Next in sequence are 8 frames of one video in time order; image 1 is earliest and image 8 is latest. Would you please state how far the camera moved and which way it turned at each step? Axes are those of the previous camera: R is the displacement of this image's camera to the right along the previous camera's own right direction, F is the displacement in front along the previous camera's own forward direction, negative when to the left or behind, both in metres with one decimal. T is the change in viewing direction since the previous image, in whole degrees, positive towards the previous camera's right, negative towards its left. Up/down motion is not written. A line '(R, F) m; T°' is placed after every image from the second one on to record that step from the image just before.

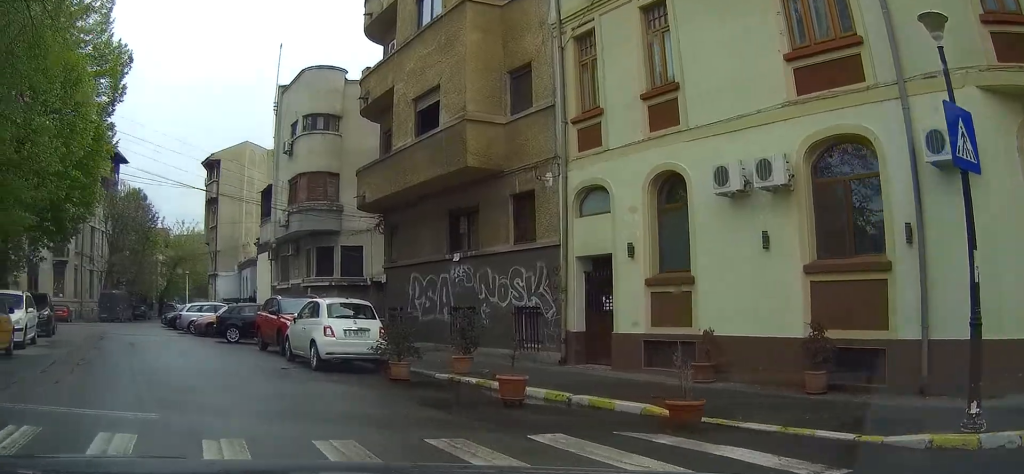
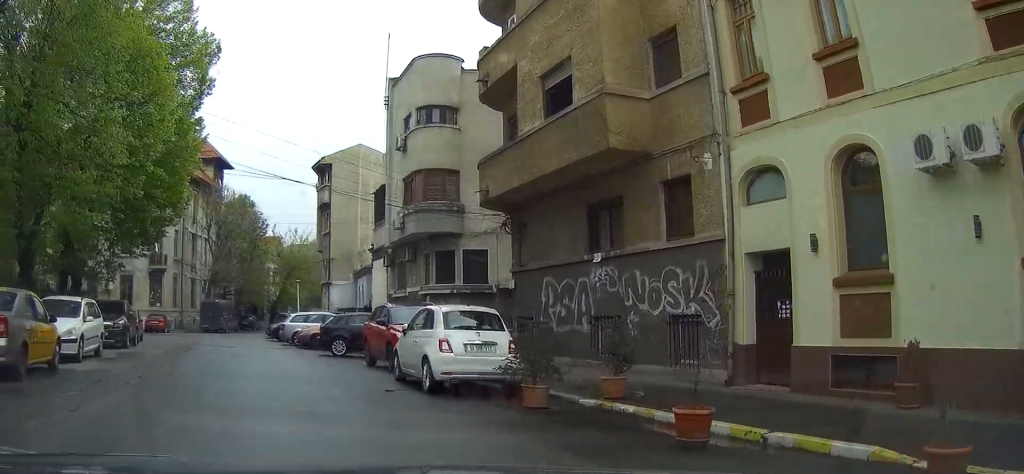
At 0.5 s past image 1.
(-0.3, +2.7) m; -12°
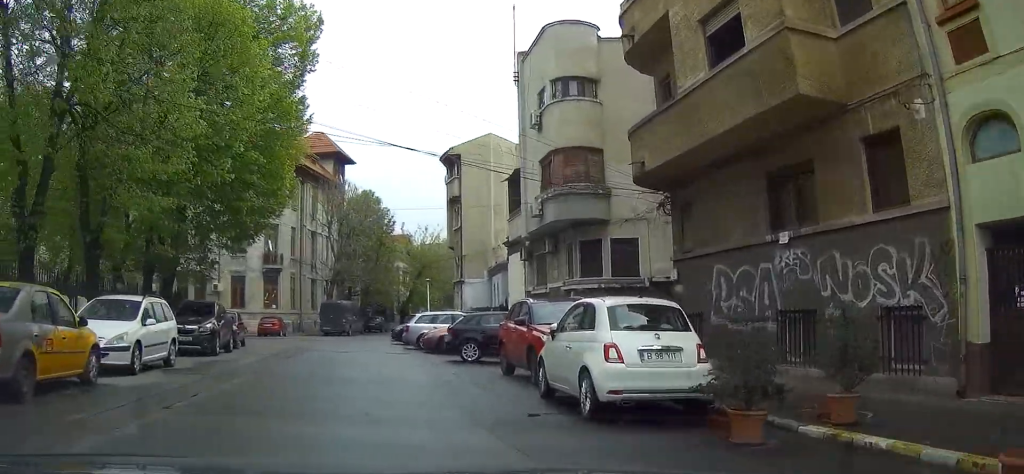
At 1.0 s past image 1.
(-0.3, +2.9) m; -10°
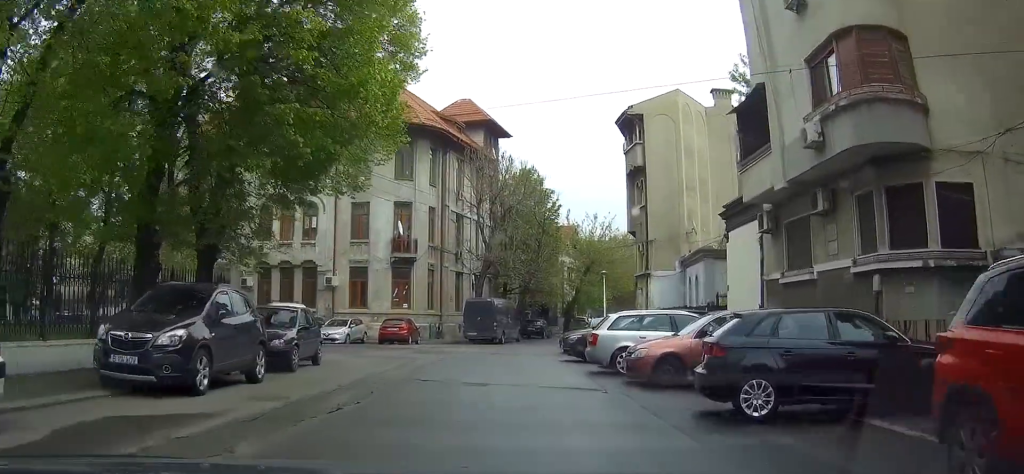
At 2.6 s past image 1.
(-1.7, +9.9) m; -11°
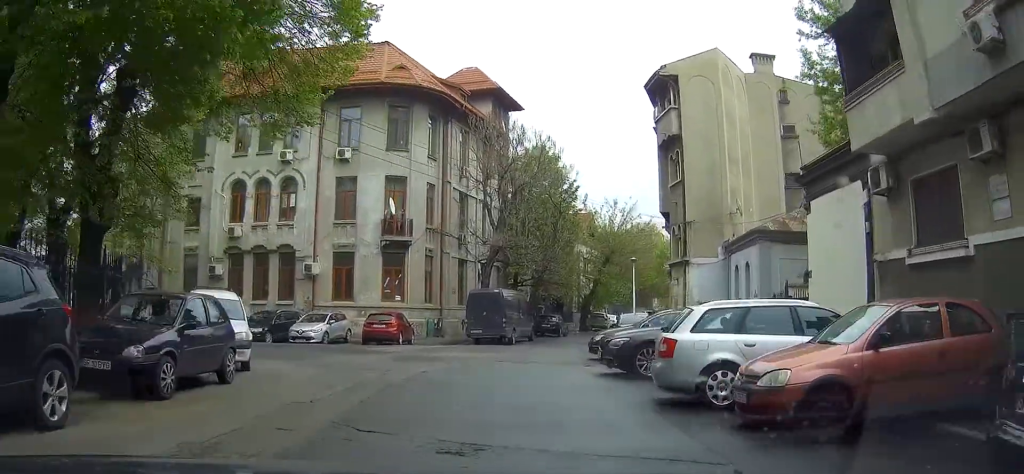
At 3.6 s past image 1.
(-0.1, +6.6) m; -7°
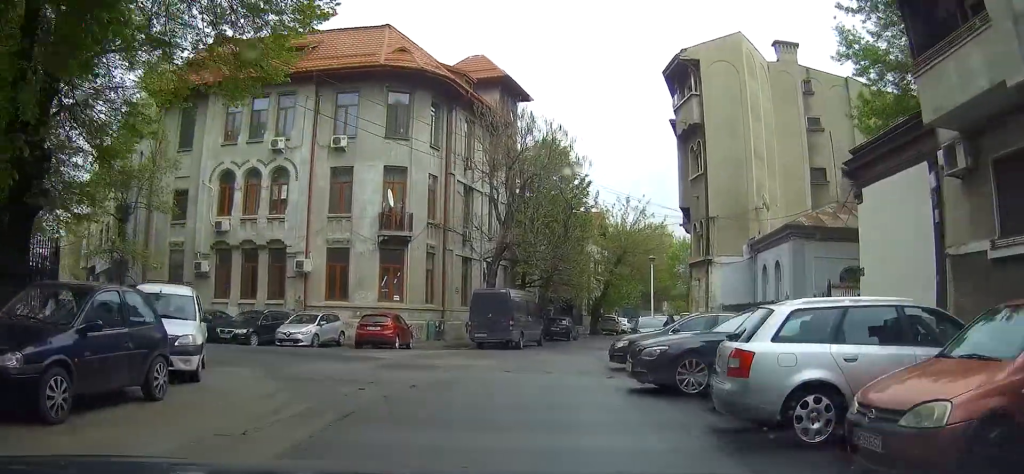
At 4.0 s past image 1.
(-0.1, +3.0) m; -2°
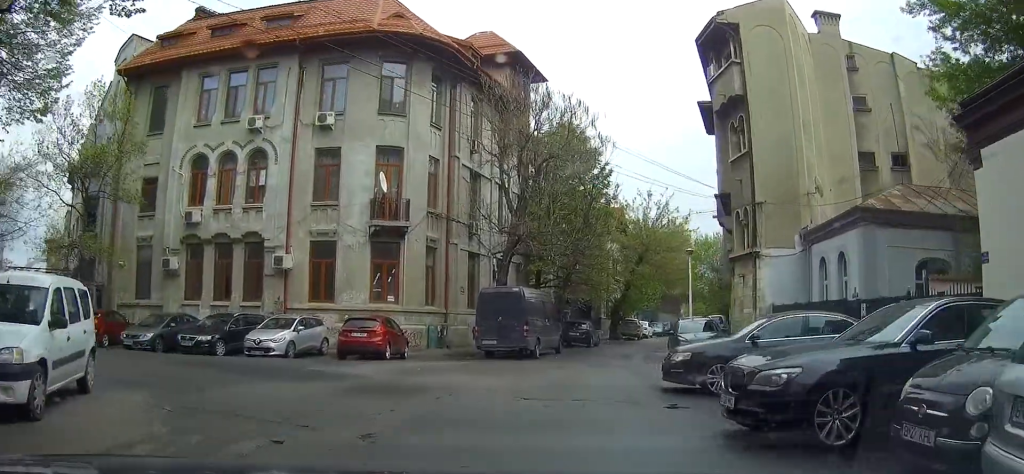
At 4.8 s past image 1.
(-0.6, +5.5) m; -2°
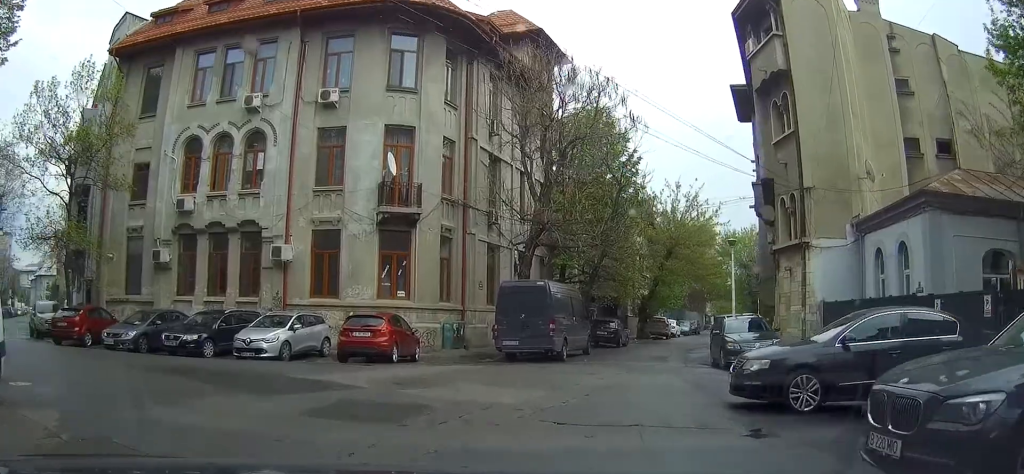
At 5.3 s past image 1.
(+0.3, +3.4) m; 0°
